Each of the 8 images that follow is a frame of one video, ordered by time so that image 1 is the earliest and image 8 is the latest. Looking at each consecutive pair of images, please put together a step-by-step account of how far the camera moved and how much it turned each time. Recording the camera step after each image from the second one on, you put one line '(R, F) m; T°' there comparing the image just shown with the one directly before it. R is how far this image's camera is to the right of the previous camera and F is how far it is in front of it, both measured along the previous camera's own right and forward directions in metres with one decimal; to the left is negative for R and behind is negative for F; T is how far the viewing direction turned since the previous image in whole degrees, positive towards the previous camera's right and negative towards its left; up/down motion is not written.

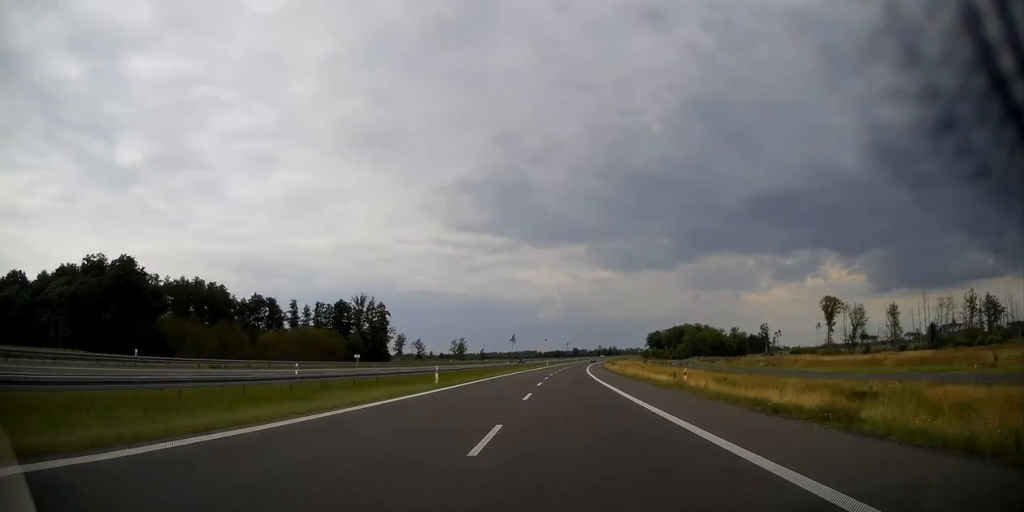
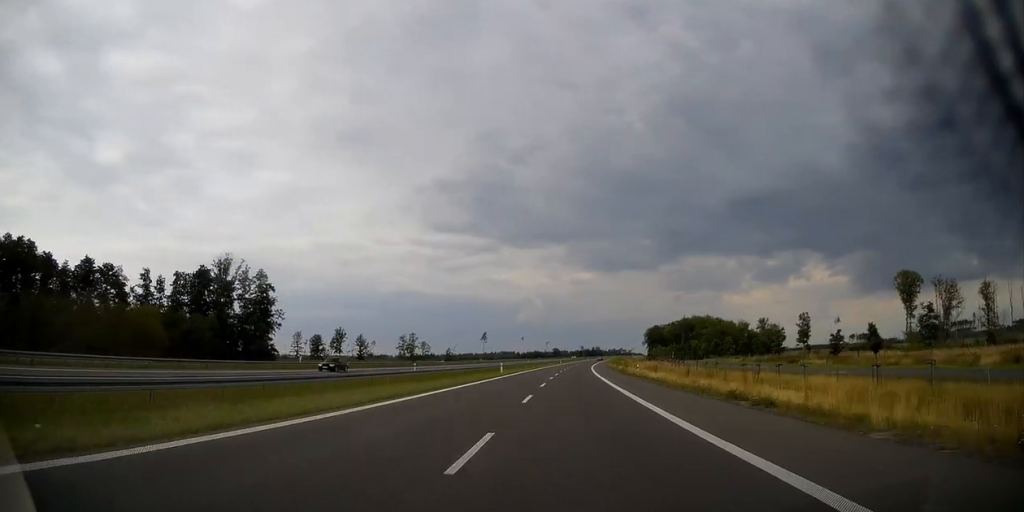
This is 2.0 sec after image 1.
(+1.1, +73.0) m; +2°
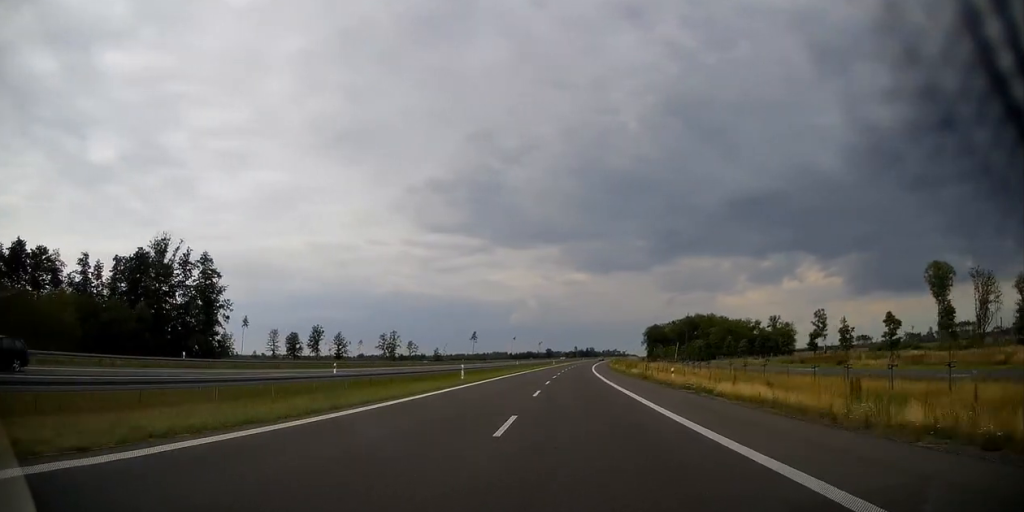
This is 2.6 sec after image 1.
(0.0, +20.4) m; +1°
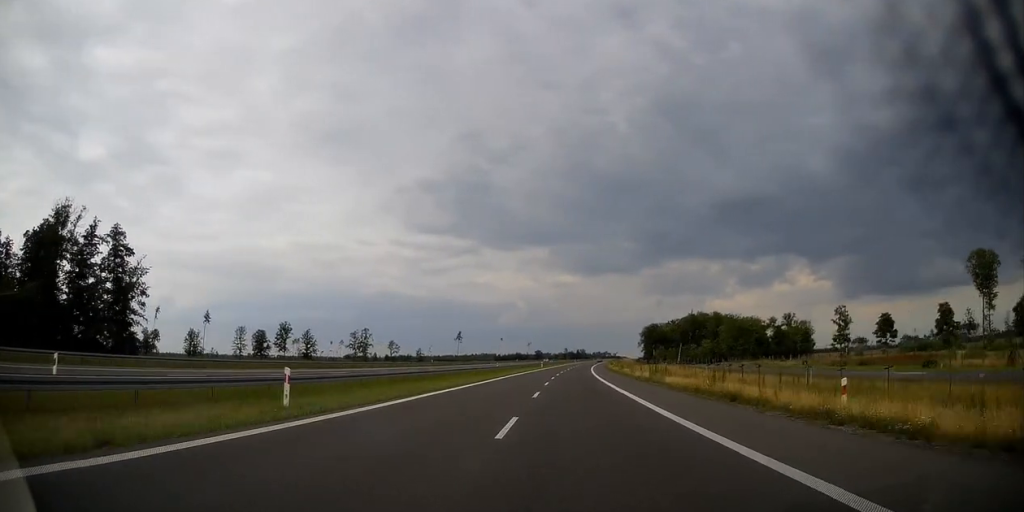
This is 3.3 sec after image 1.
(+0.2, +24.1) m; +1°
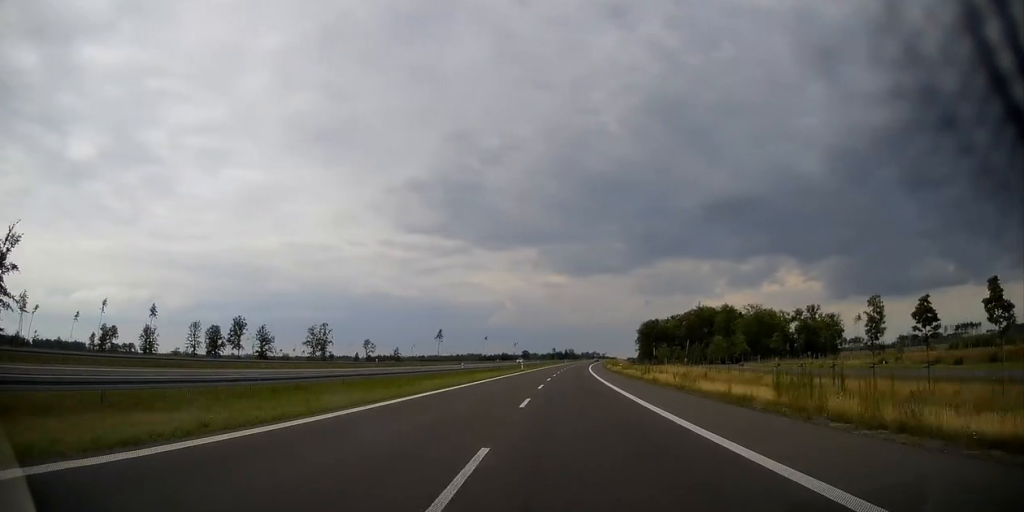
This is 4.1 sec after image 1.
(+0.3, +29.0) m; +1°
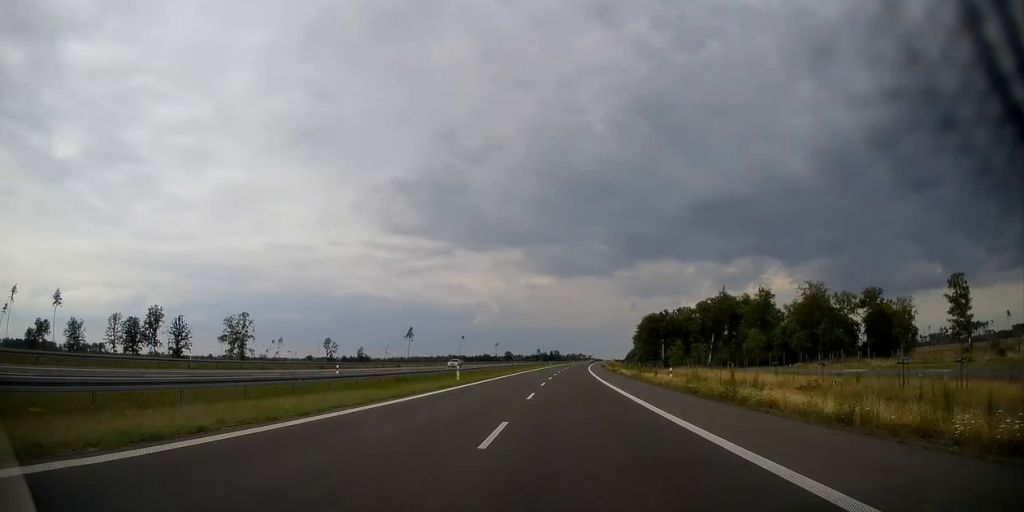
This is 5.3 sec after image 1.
(+0.6, +43.8) m; +2°
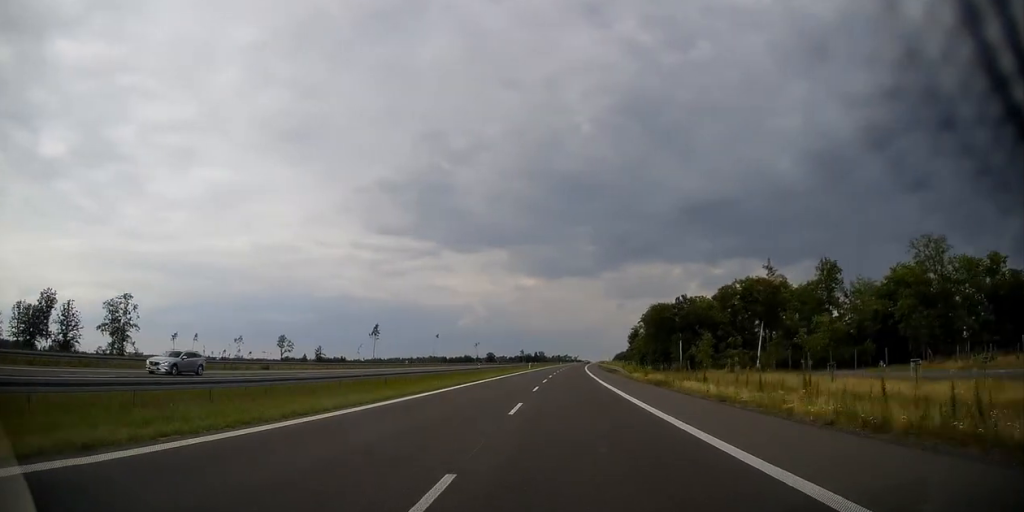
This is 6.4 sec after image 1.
(+0.4, +41.7) m; +1°
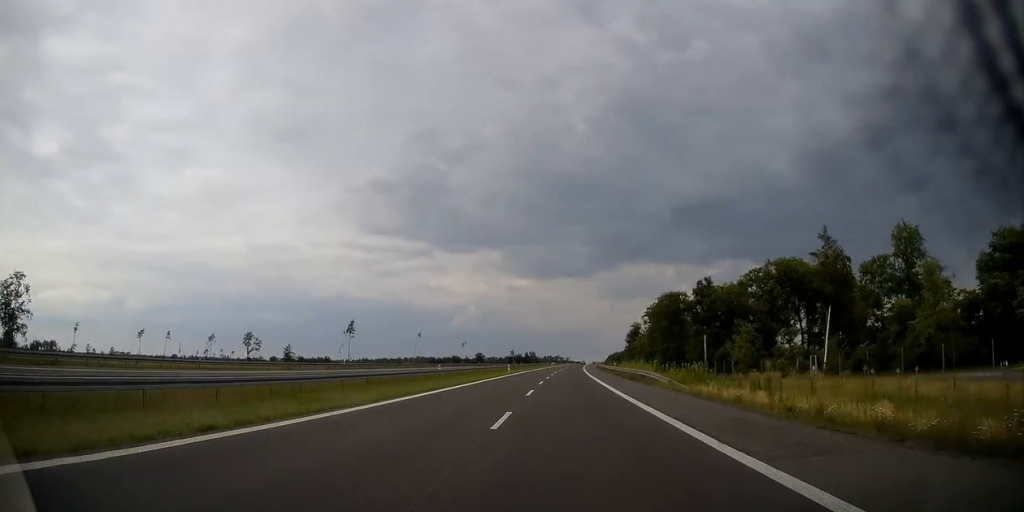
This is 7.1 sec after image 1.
(+0.3, +27.2) m; +1°
